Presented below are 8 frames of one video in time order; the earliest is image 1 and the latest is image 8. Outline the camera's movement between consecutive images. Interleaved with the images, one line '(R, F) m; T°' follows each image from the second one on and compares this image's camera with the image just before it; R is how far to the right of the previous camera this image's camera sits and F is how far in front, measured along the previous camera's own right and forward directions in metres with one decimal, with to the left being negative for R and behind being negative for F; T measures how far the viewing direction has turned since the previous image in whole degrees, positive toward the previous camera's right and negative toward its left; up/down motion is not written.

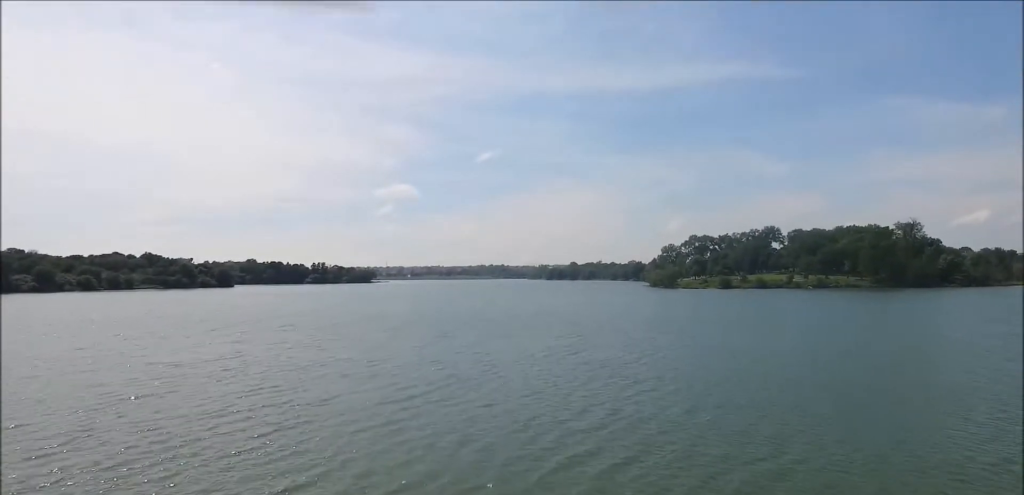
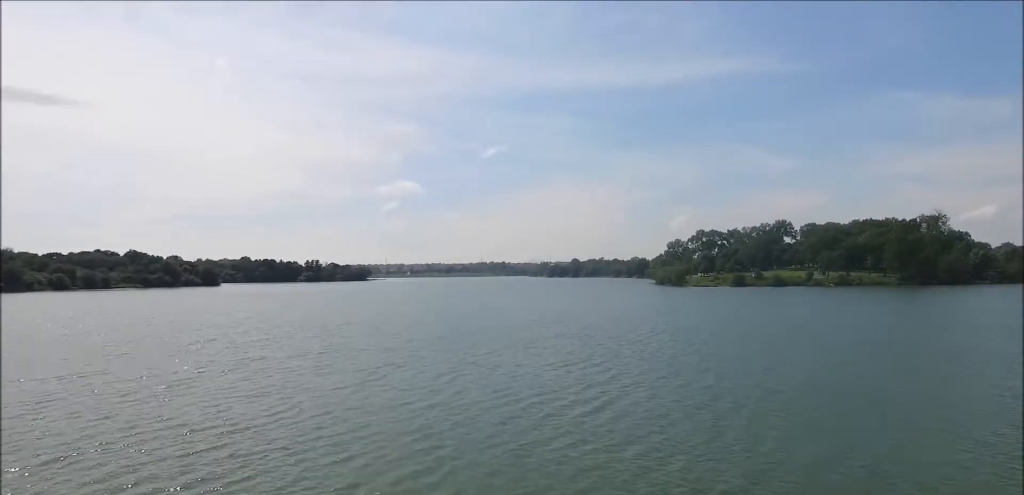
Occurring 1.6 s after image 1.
(-0.4, +19.0) m; -2°
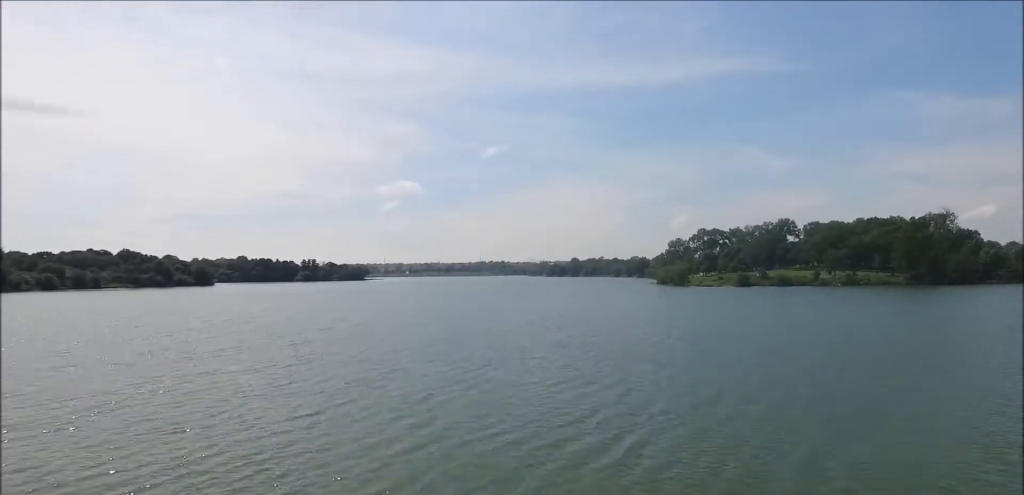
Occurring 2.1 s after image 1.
(0.0, +6.3) m; 0°
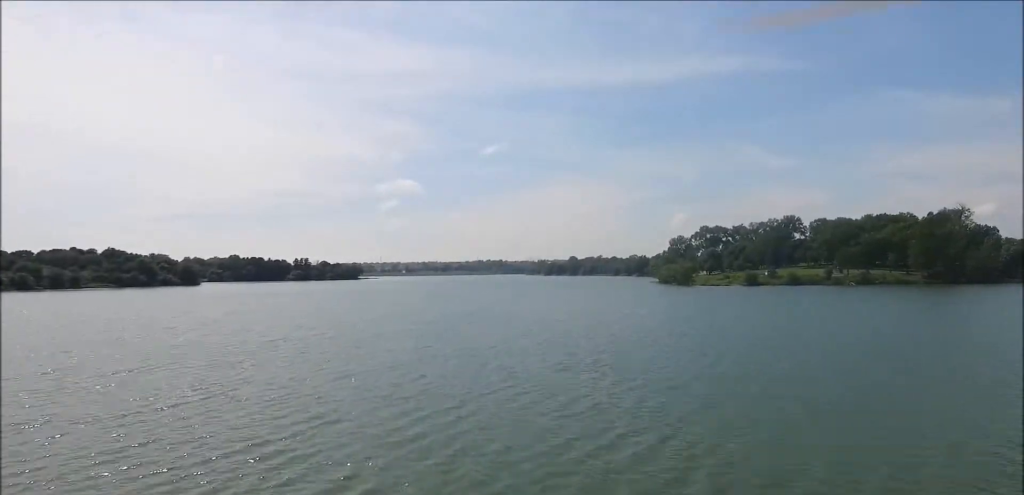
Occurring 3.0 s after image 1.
(0.0, +11.9) m; 0°
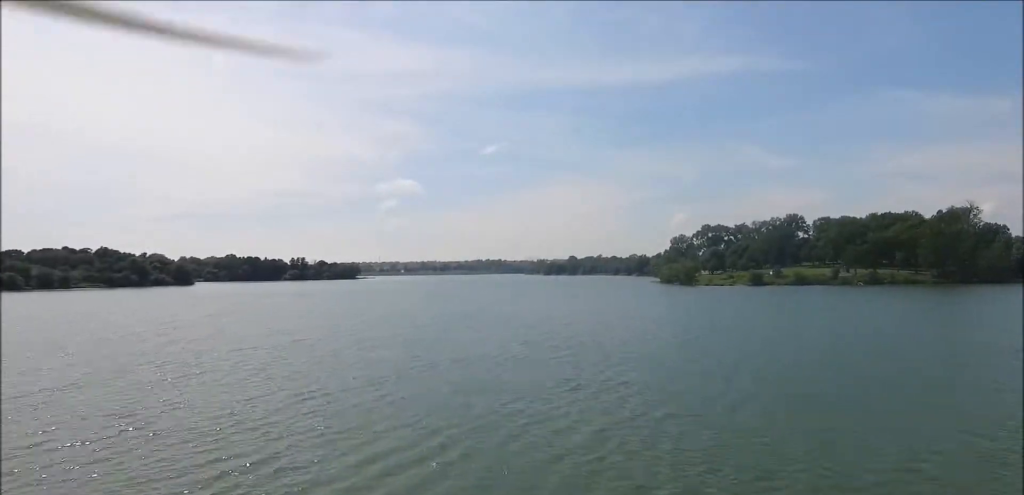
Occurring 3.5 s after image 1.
(0.0, +5.6) m; 0°
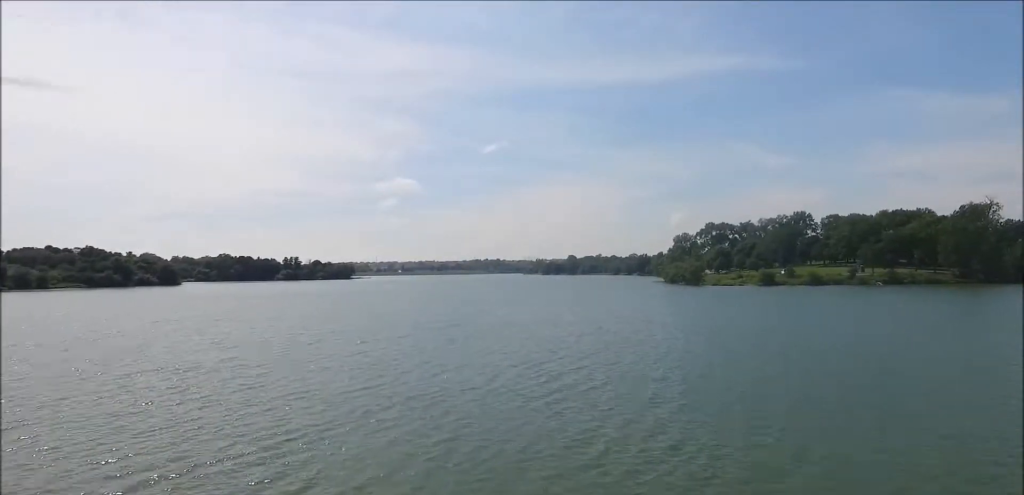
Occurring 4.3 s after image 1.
(0.0, +11.3) m; +1°
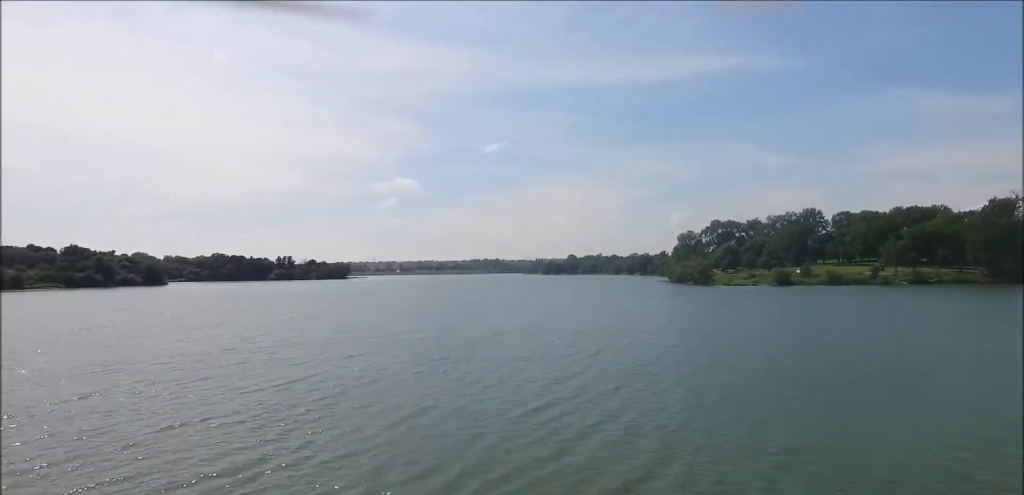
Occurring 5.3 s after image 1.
(+0.1, +12.7) m; +1°
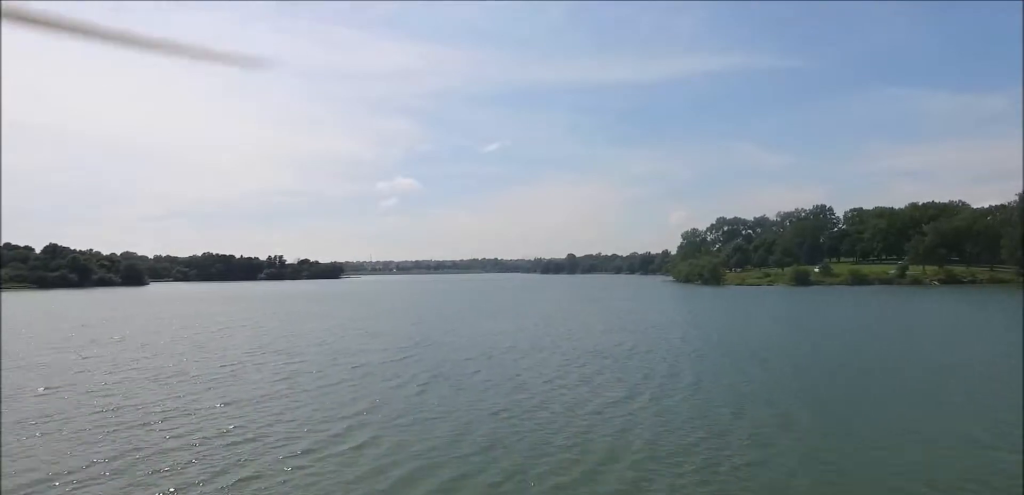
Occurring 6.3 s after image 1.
(+0.1, +14.1) m; +1°
